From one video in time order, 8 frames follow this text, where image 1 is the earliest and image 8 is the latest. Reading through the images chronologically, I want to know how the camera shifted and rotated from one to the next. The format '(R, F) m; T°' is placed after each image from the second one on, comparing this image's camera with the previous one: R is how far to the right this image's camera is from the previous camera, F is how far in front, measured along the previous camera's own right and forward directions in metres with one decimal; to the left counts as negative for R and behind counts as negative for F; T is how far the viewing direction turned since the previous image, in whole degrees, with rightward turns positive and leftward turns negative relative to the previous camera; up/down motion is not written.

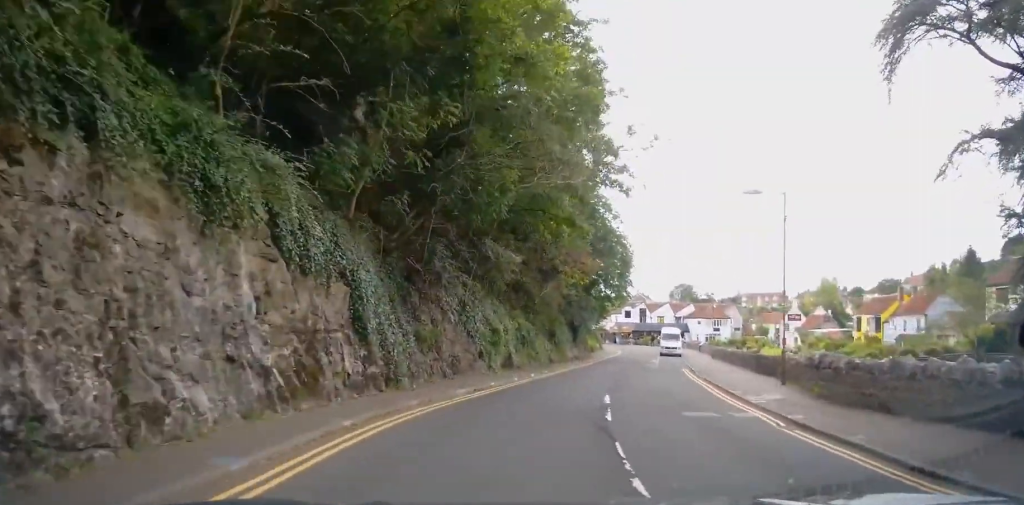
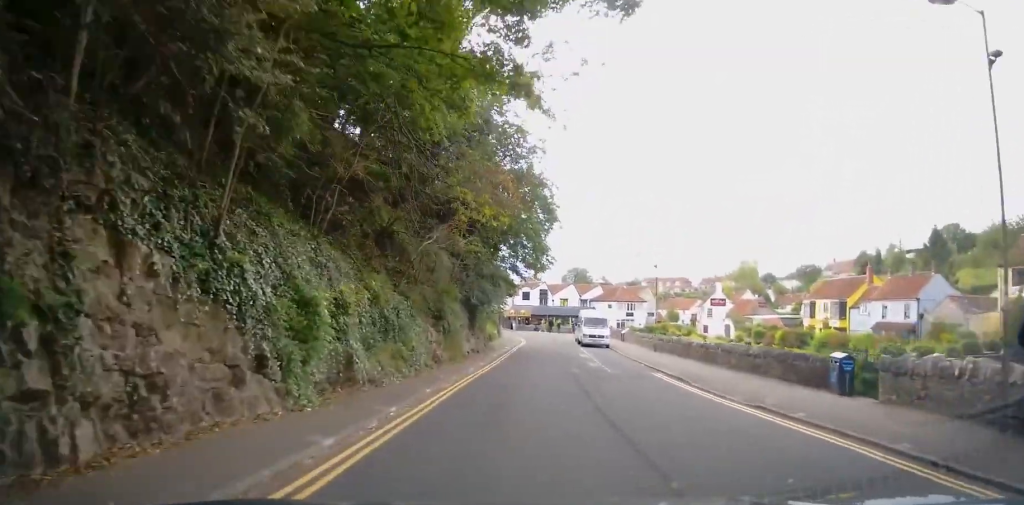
(+1.5, +13.4) m; +10°
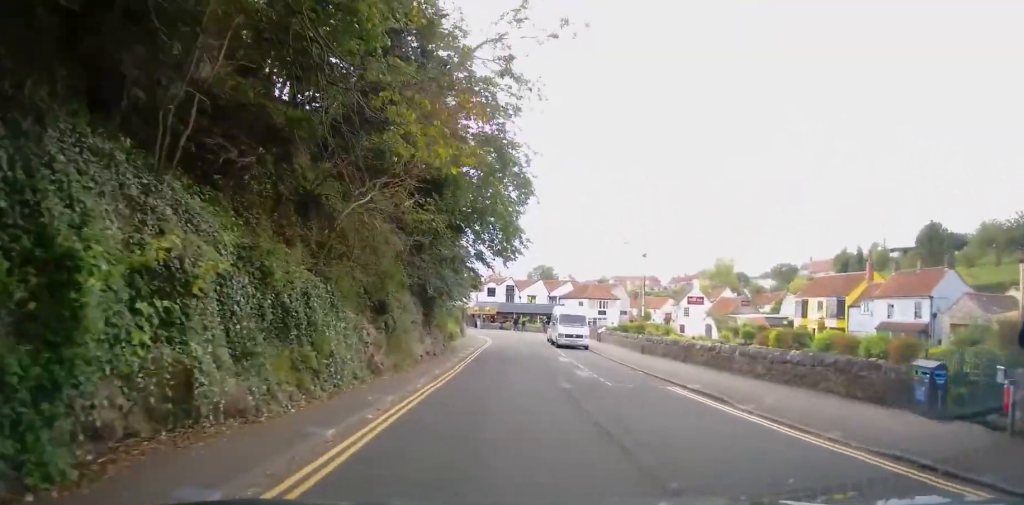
(0.0, +5.4) m; +1°
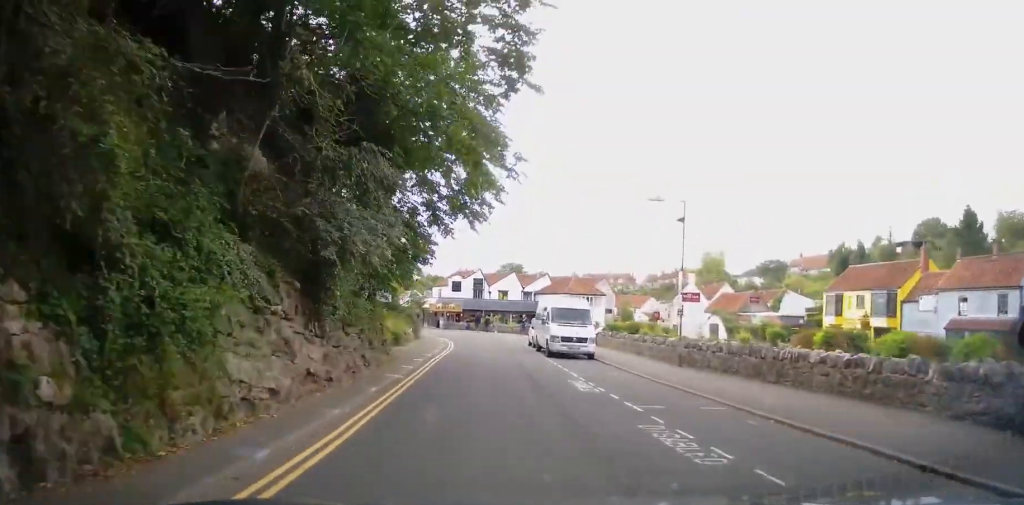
(+0.1, +11.5) m; +3°
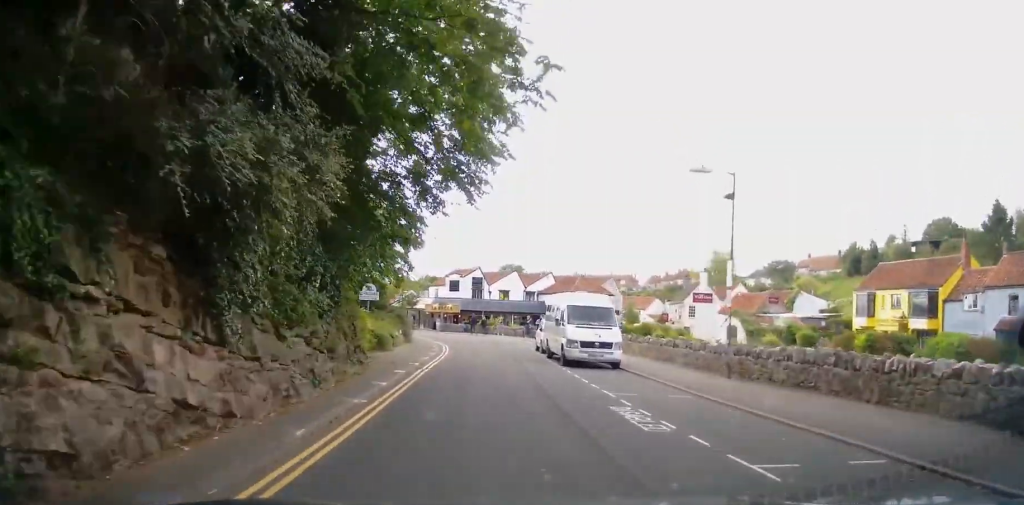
(+0.1, +4.8) m; 0°
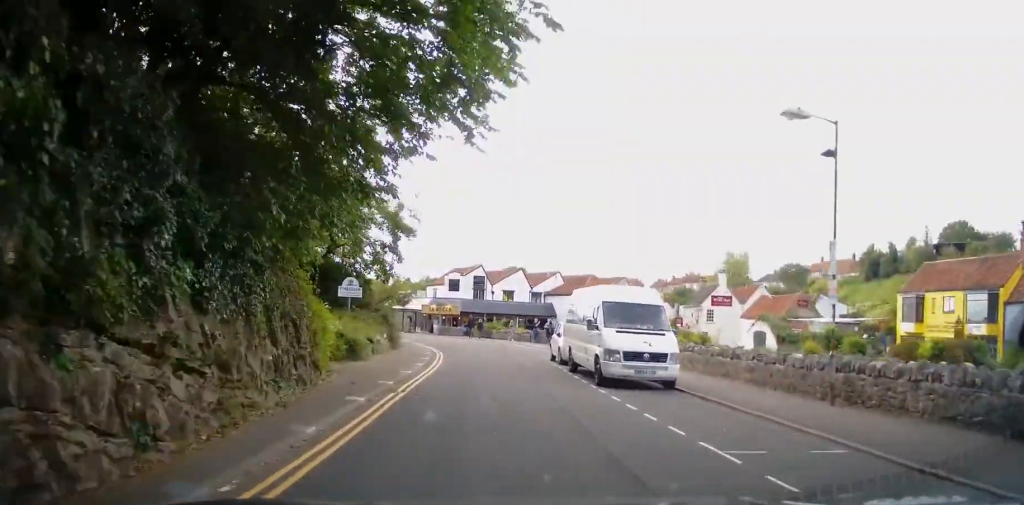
(+0.3, +5.6) m; 0°
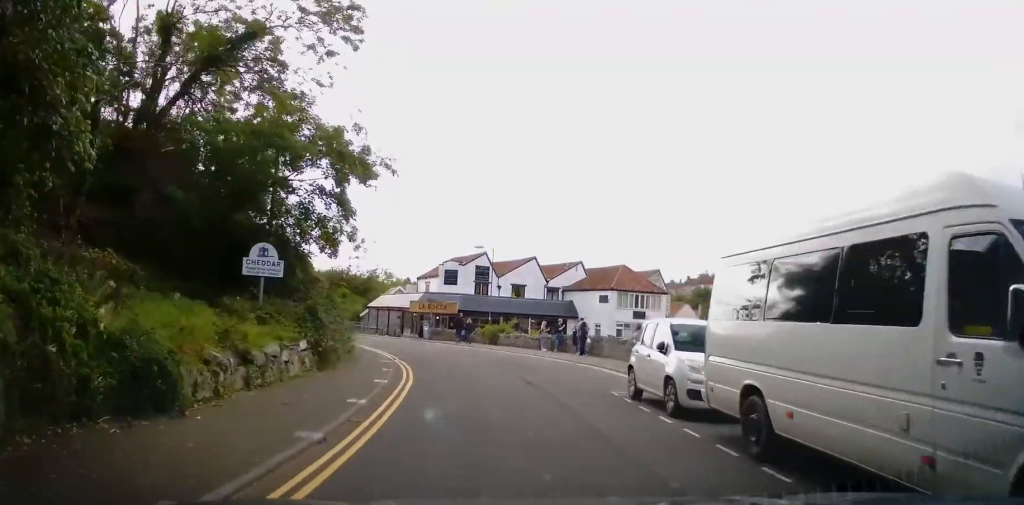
(-0.6, +12.7) m; -3°
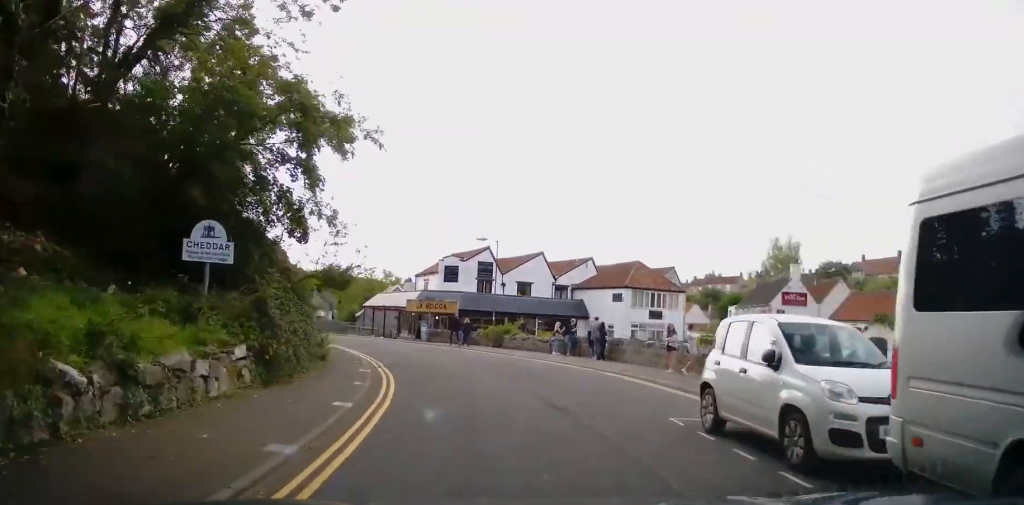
(0.0, +3.9) m; 0°
